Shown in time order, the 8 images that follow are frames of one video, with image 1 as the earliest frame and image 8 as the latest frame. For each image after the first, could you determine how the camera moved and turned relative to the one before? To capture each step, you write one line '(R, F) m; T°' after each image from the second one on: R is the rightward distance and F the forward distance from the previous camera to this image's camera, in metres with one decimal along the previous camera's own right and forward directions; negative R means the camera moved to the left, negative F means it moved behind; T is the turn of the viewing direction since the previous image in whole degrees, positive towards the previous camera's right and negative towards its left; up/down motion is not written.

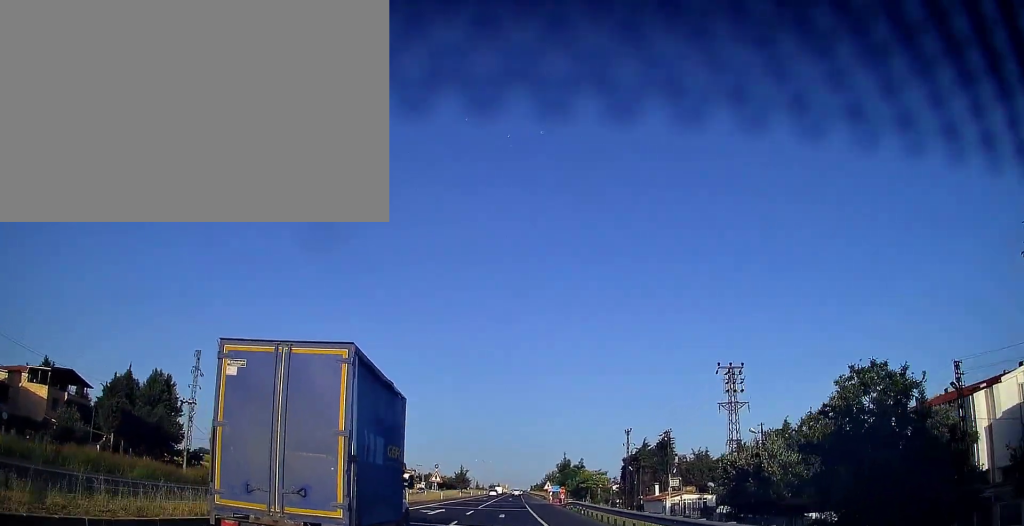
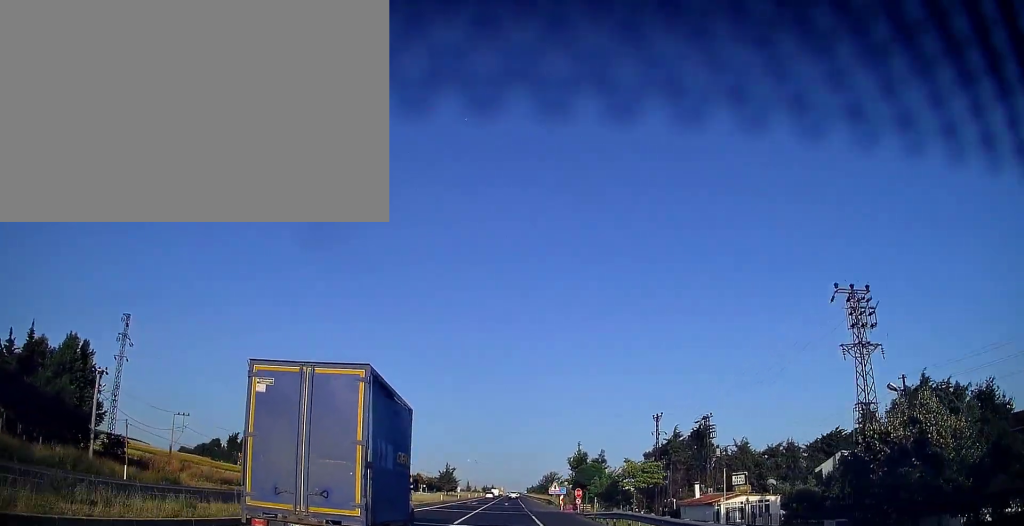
(+0.3, +18.6) m; +1°
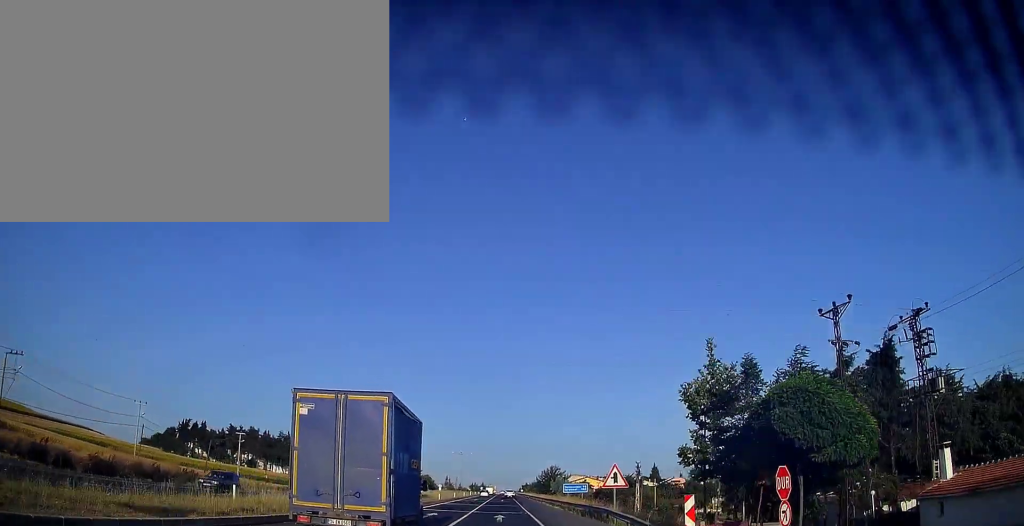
(+0.2, +38.1) m; 0°
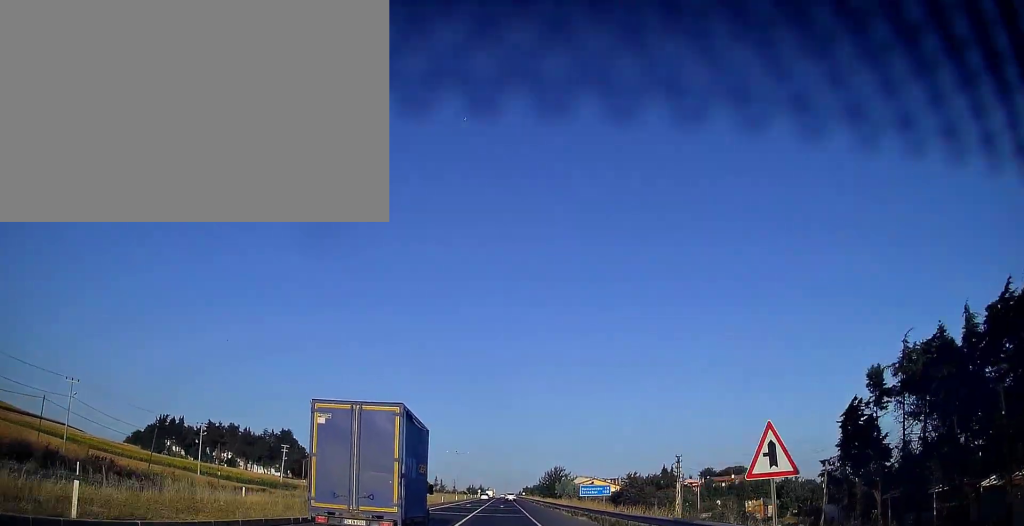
(0.0, +16.6) m; 0°
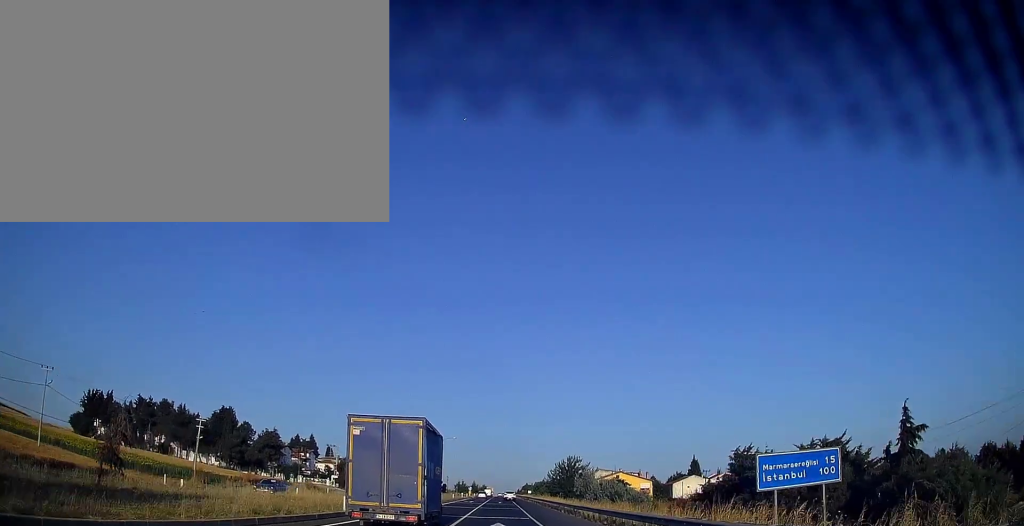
(0.0, +41.9) m; 0°
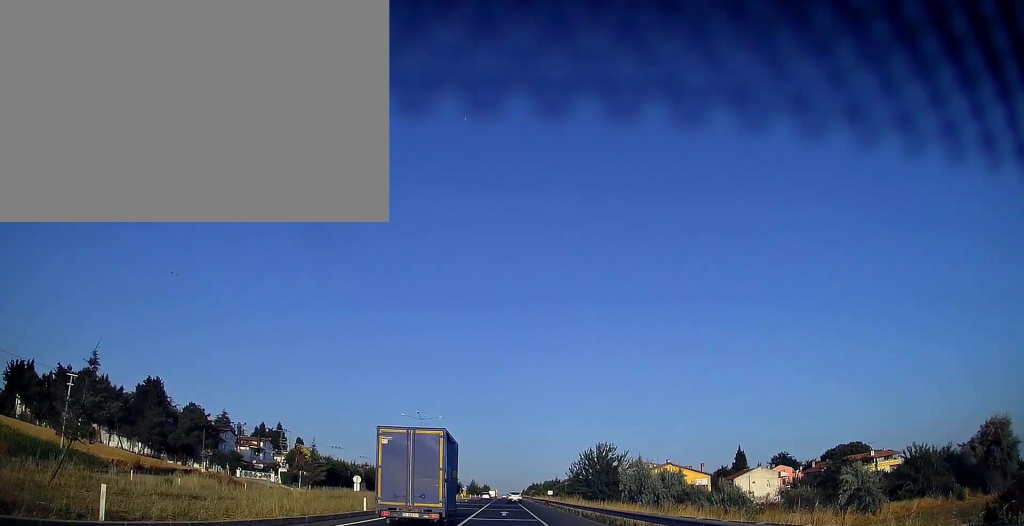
(+0.2, +37.1) m; 0°
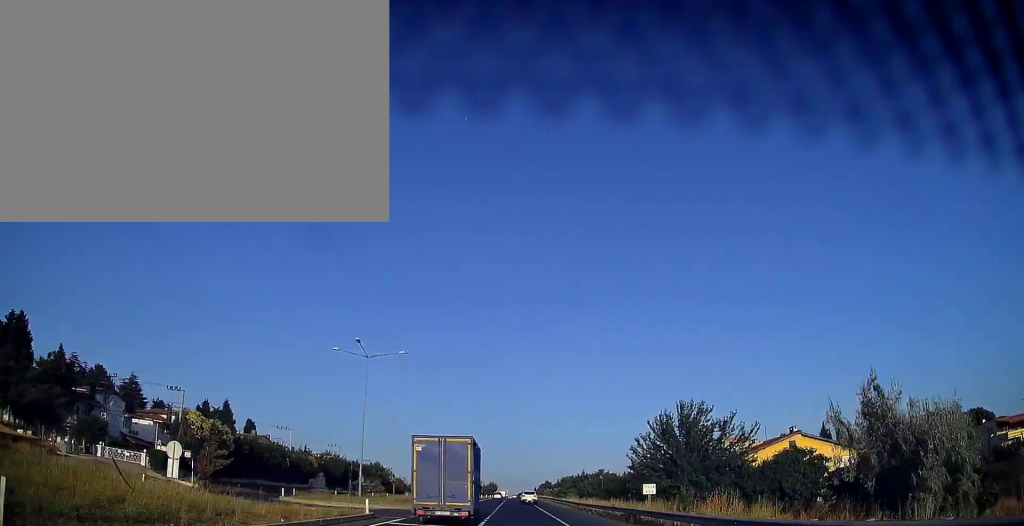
(-0.6, +43.1) m; -1°
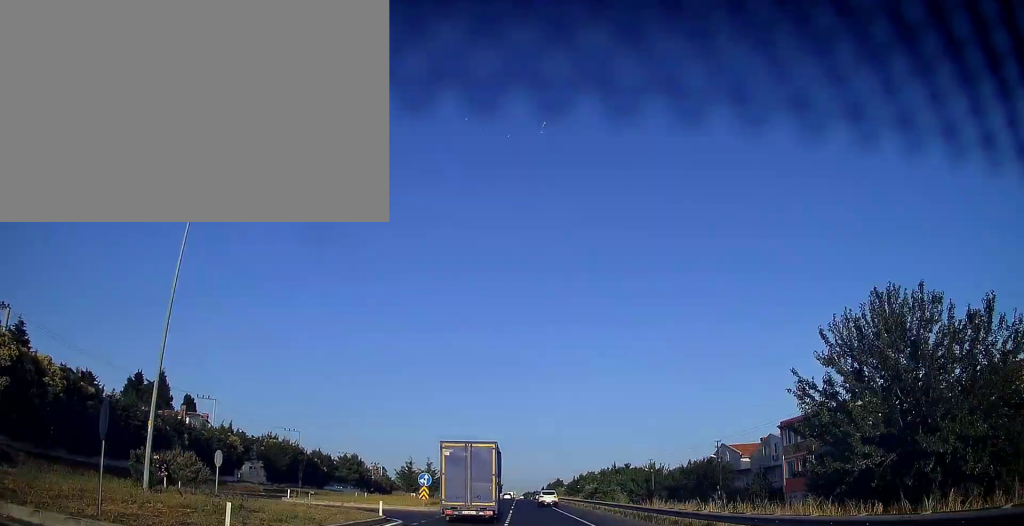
(+0.1, +31.5) m; 0°
